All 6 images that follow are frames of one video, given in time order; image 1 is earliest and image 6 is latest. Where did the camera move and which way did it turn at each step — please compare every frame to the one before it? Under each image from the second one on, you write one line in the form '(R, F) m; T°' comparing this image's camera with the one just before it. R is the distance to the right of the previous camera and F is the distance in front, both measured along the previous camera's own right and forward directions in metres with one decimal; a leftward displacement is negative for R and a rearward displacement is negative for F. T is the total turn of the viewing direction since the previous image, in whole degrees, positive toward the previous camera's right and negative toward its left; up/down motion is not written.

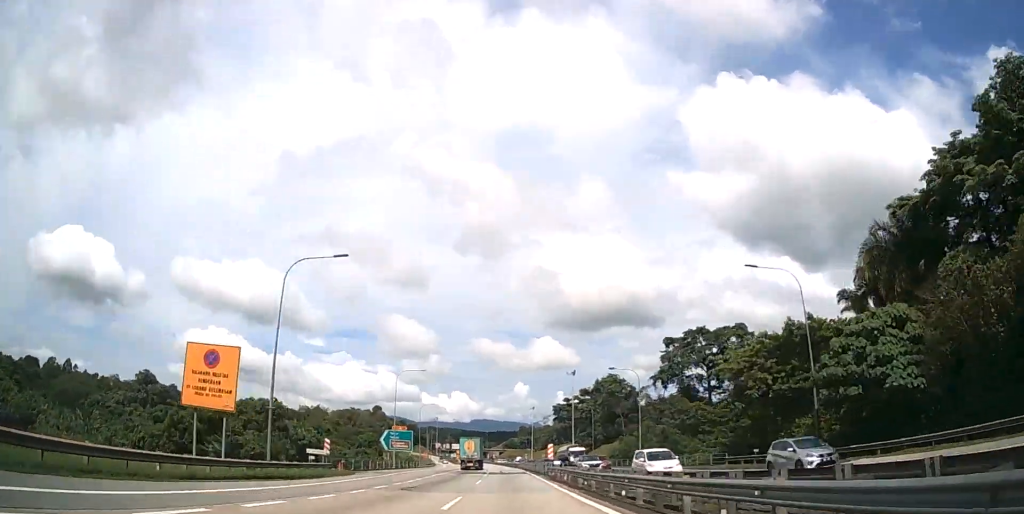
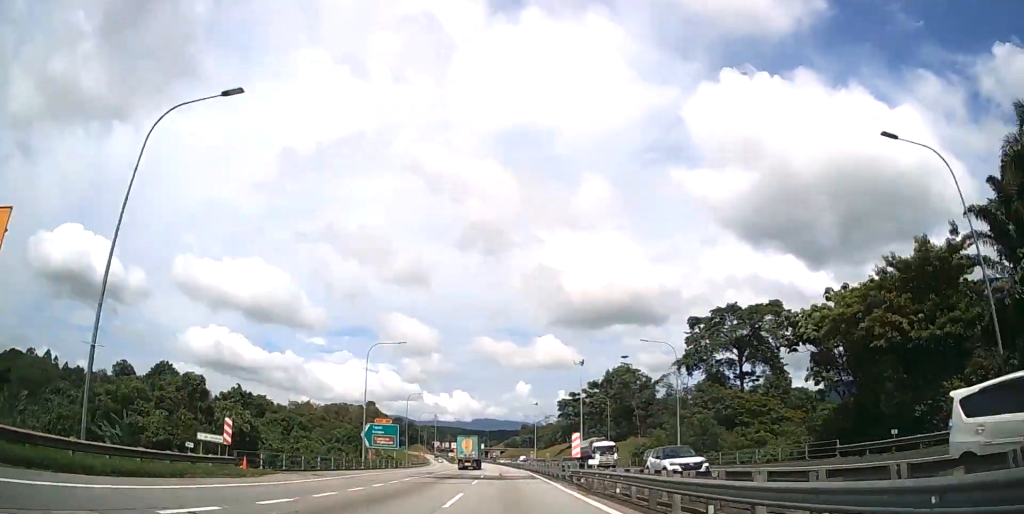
(0.0, +15.4) m; 0°
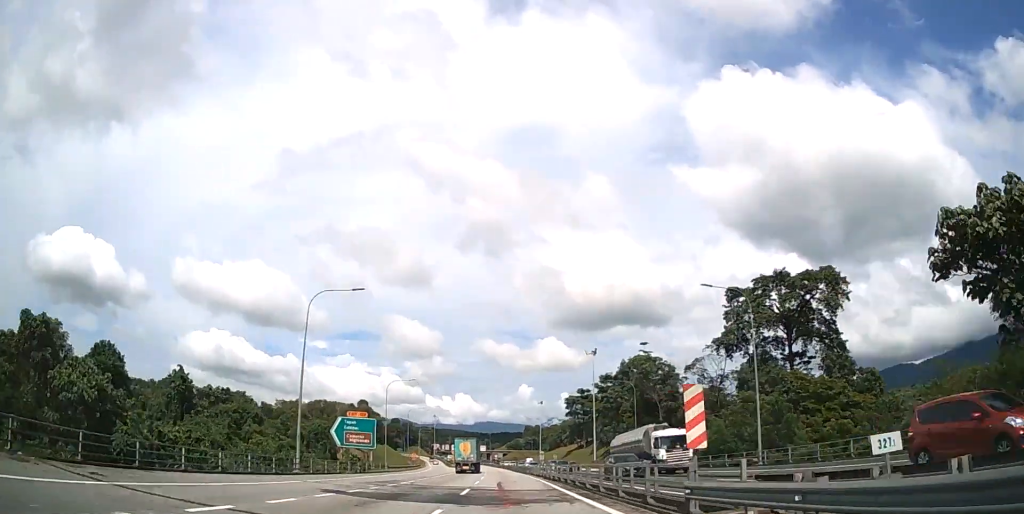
(0.0, +17.8) m; 0°
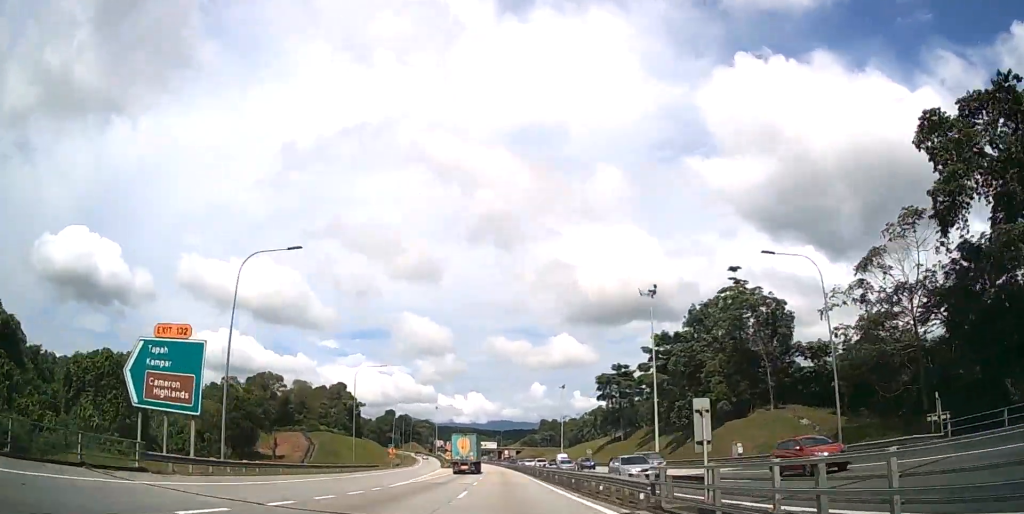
(-0.3, +46.3) m; -1°
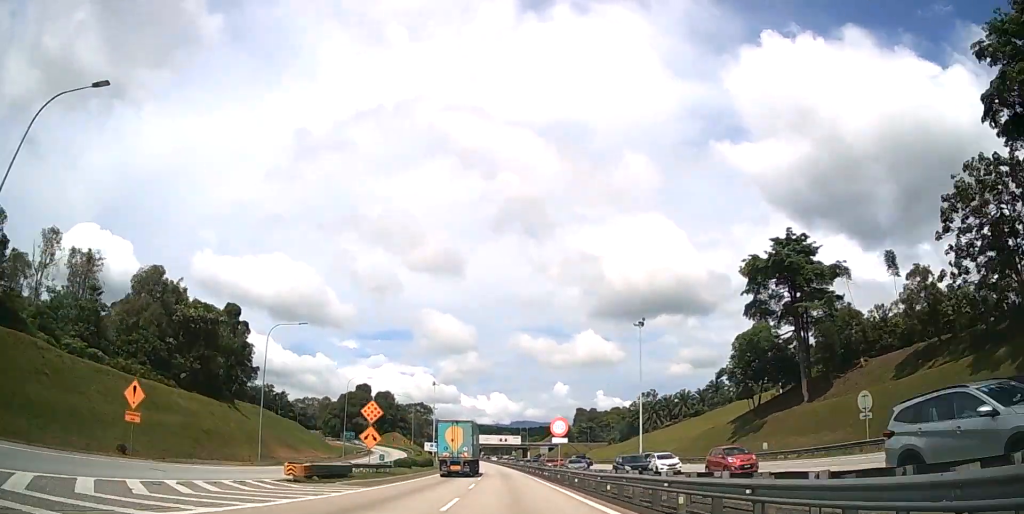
(-2.0, +89.0) m; -3°
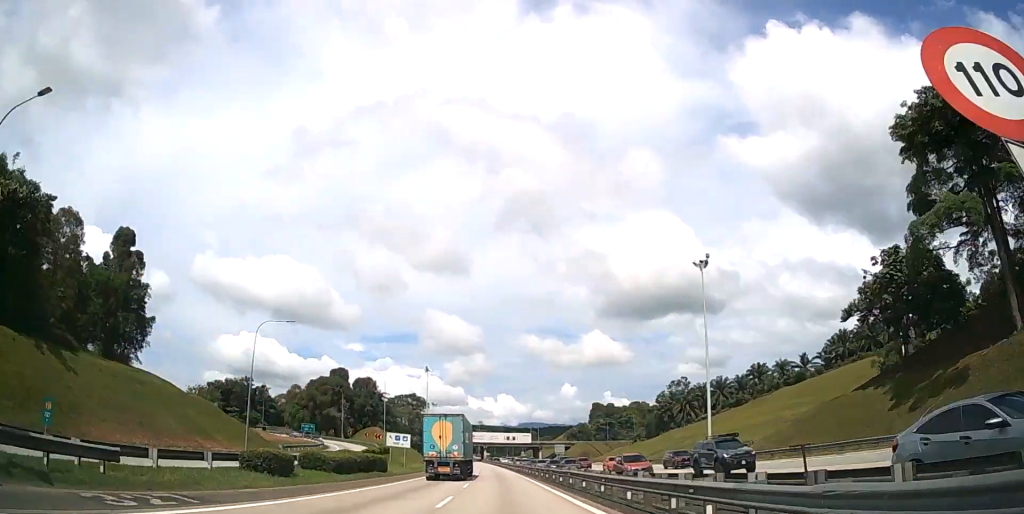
(-0.2, +34.4) m; -1°
